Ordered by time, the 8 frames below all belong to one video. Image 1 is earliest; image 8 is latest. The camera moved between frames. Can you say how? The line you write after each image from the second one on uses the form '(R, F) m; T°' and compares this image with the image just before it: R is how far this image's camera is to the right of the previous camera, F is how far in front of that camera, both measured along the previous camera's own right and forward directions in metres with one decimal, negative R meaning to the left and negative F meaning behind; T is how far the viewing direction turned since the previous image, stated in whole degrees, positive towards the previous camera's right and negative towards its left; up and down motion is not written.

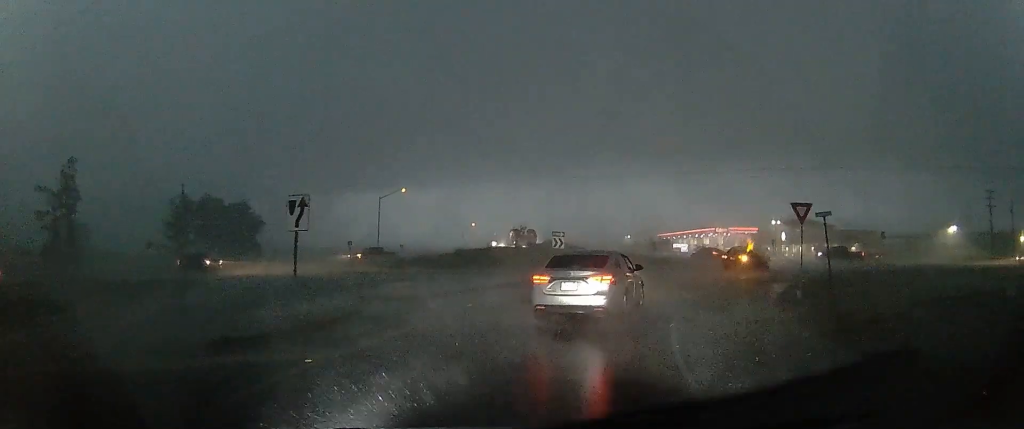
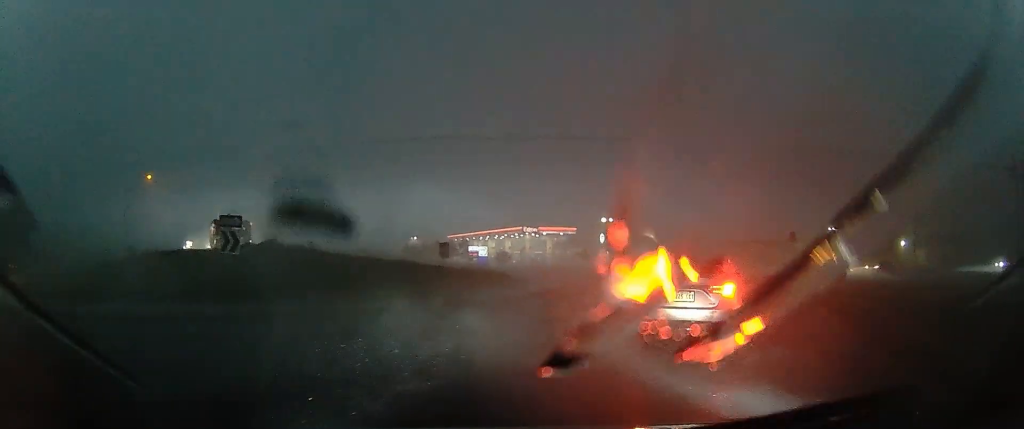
(+2.9, +17.8) m; +17°
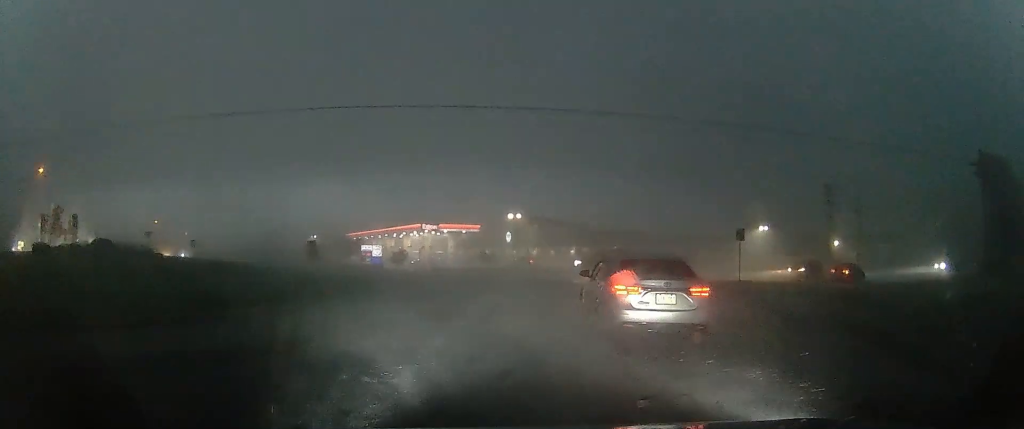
(+0.5, +7.6) m; +9°
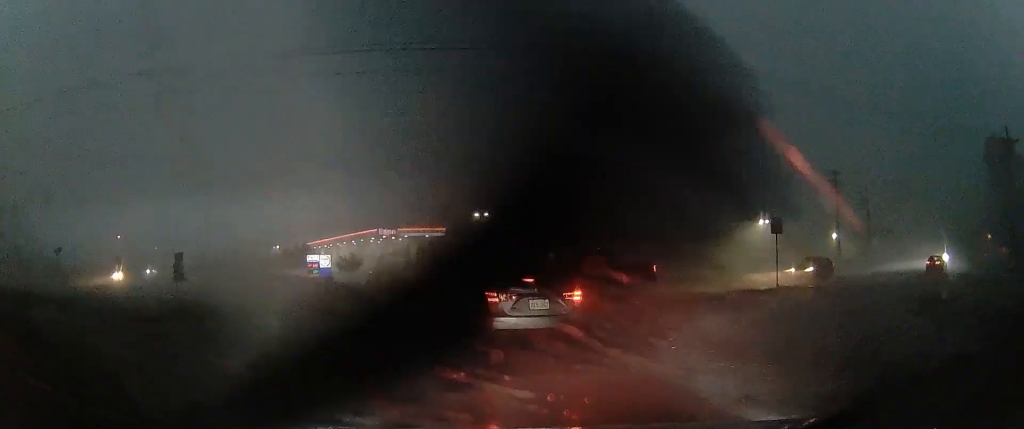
(+1.0, +9.0) m; +7°
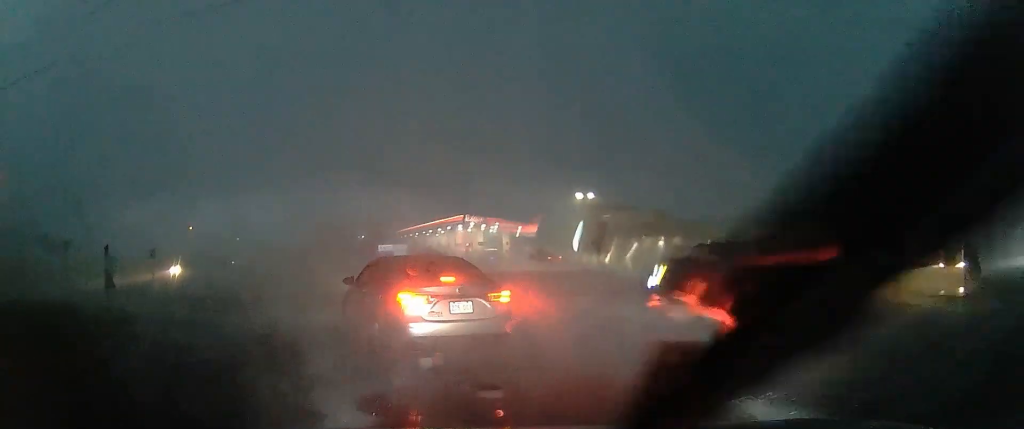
(-0.1, +7.4) m; -9°
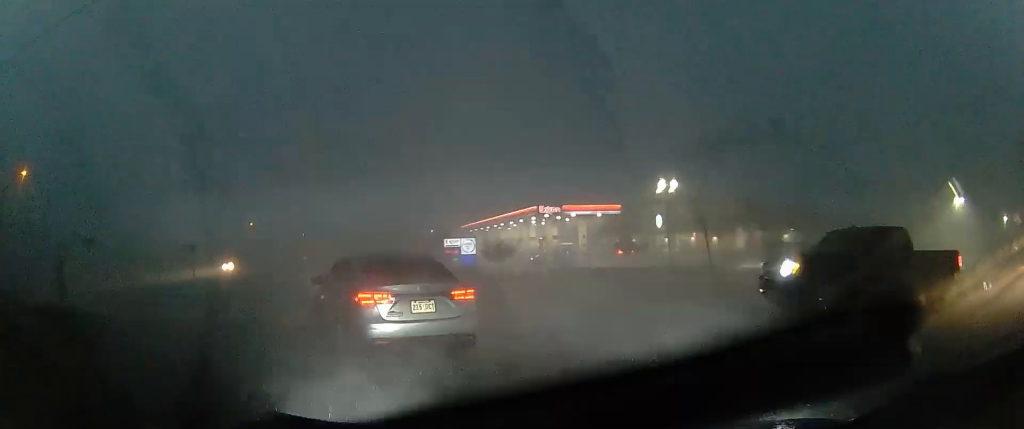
(-0.1, +3.7) m; -7°
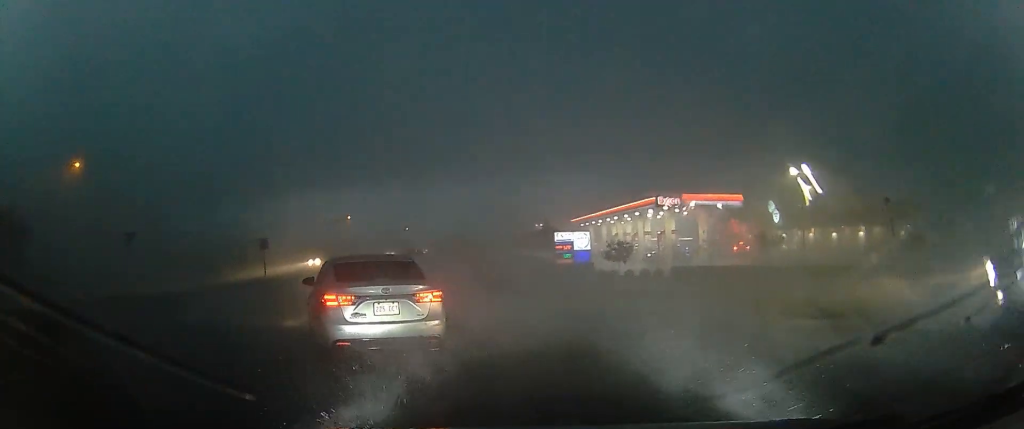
(-0.6, +5.2) m; -11°
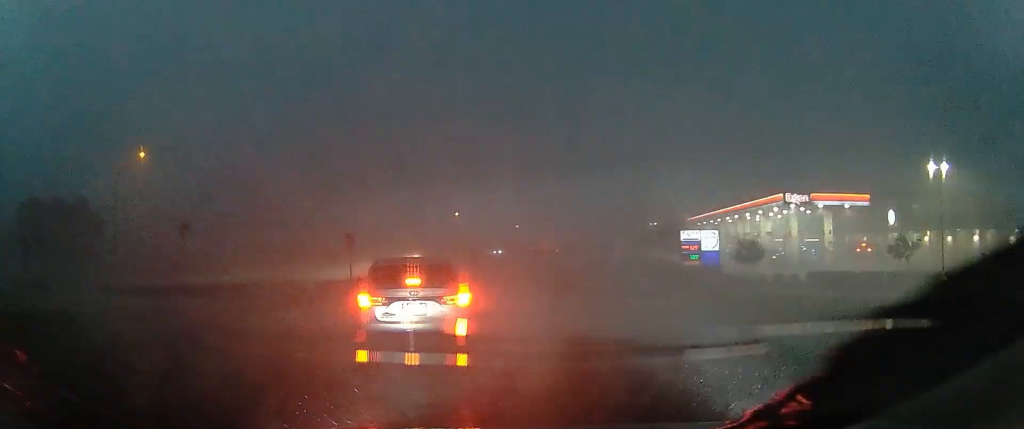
(-0.5, +4.6) m; -11°
